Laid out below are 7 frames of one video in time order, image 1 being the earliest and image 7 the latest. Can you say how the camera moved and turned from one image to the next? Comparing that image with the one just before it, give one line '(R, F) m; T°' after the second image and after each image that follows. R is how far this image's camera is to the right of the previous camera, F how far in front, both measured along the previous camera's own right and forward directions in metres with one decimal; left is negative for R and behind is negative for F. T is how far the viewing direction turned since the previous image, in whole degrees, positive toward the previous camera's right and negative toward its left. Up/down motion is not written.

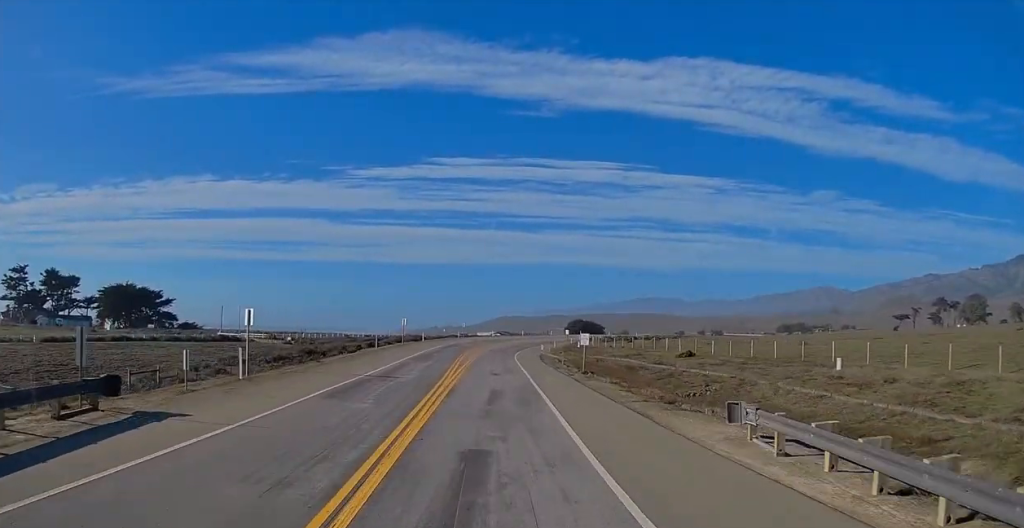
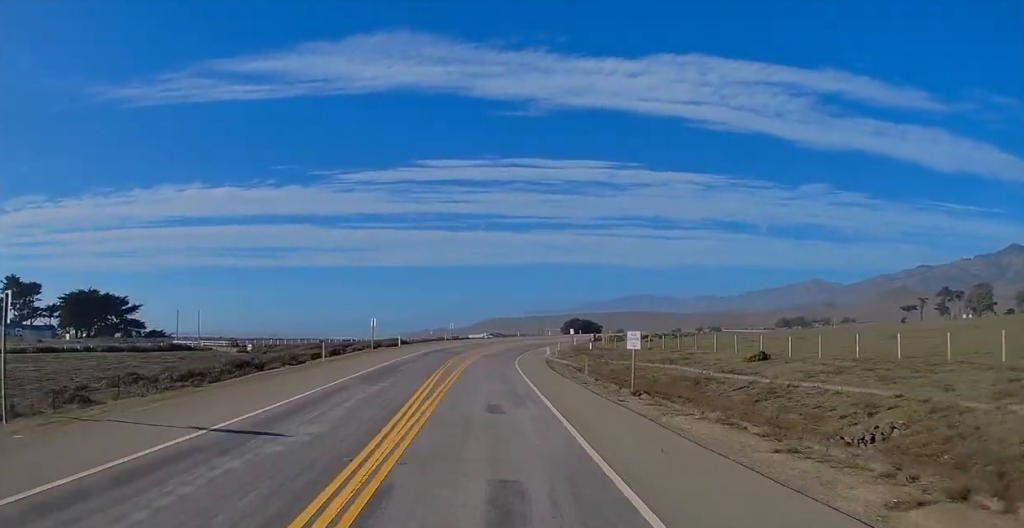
(+0.1, +18.6) m; 0°
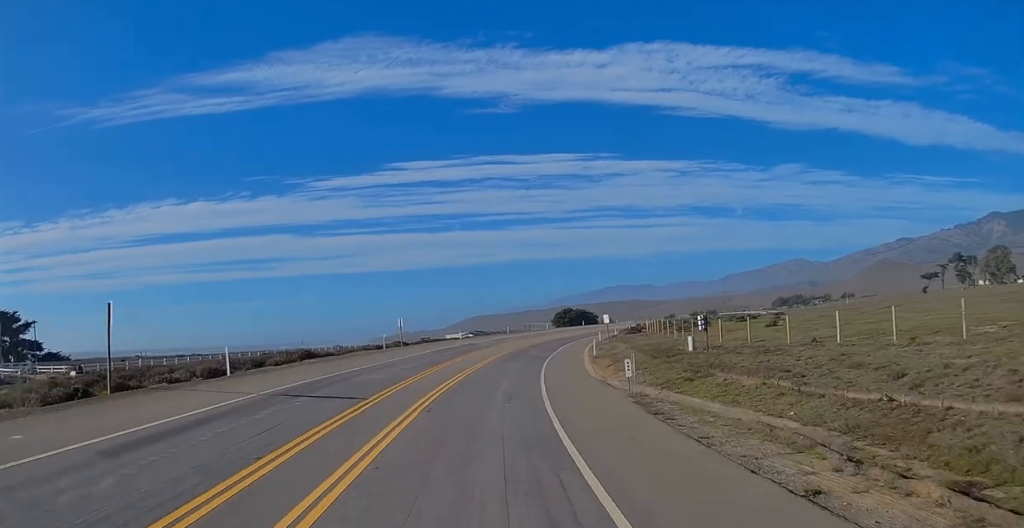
(+0.5, +46.3) m; +2°
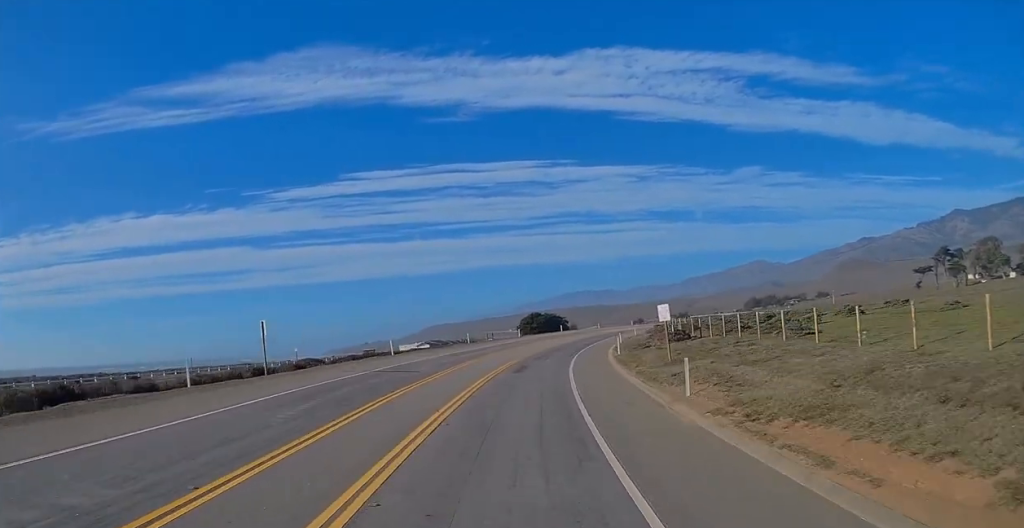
(+0.9, +31.6) m; +5°
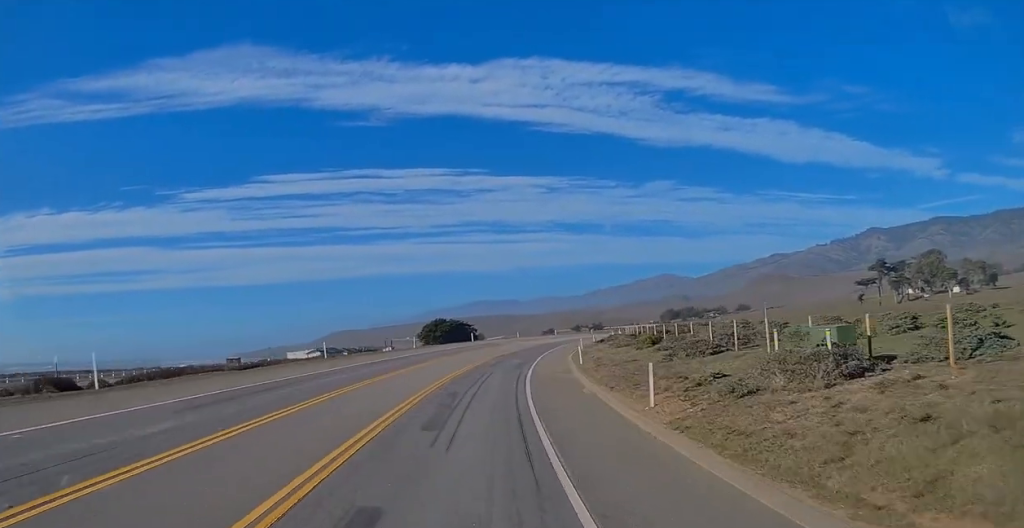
(+1.9, +32.8) m; +5°
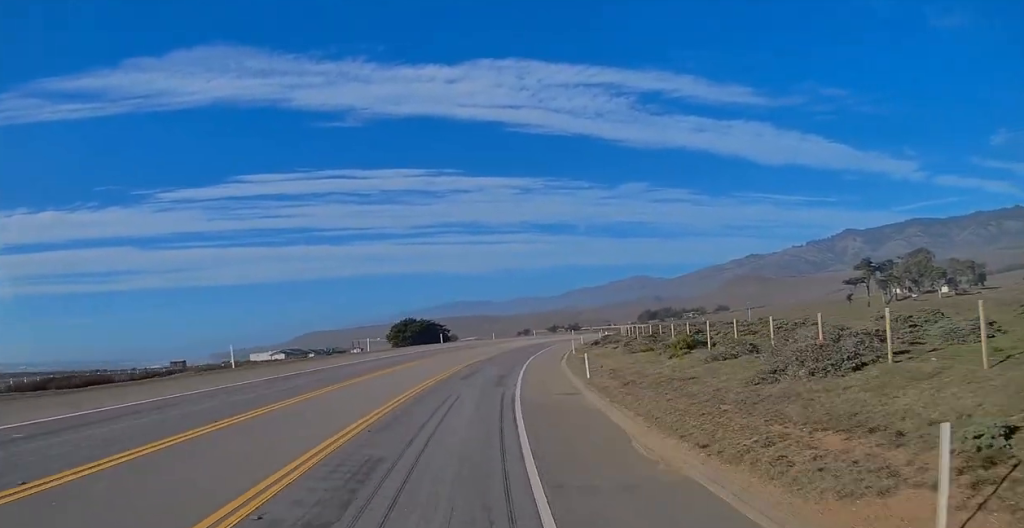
(0.0, +12.9) m; +2°
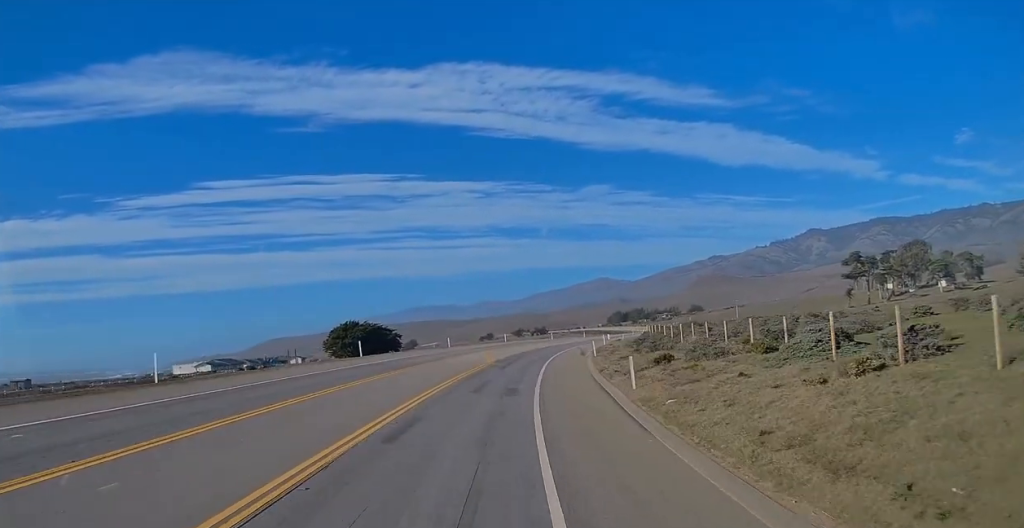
(+1.8, +32.7) m; +8°
